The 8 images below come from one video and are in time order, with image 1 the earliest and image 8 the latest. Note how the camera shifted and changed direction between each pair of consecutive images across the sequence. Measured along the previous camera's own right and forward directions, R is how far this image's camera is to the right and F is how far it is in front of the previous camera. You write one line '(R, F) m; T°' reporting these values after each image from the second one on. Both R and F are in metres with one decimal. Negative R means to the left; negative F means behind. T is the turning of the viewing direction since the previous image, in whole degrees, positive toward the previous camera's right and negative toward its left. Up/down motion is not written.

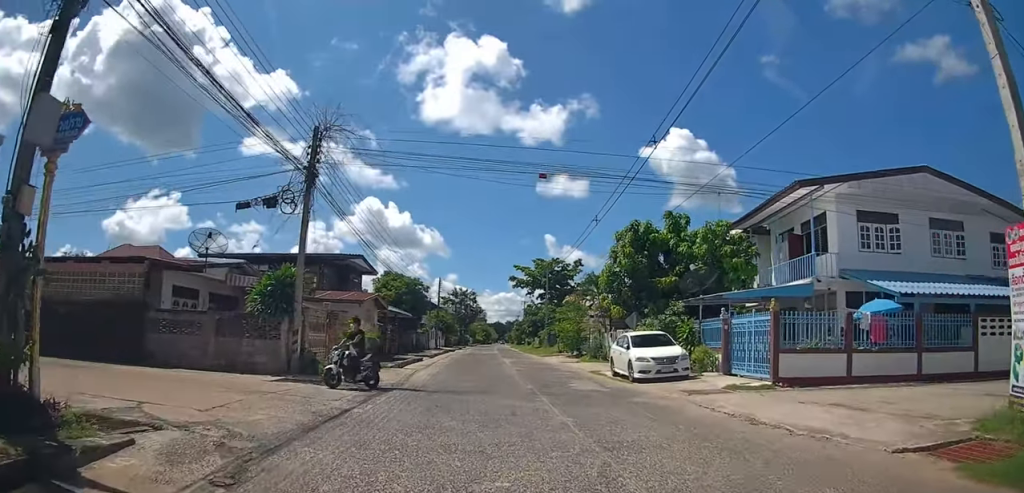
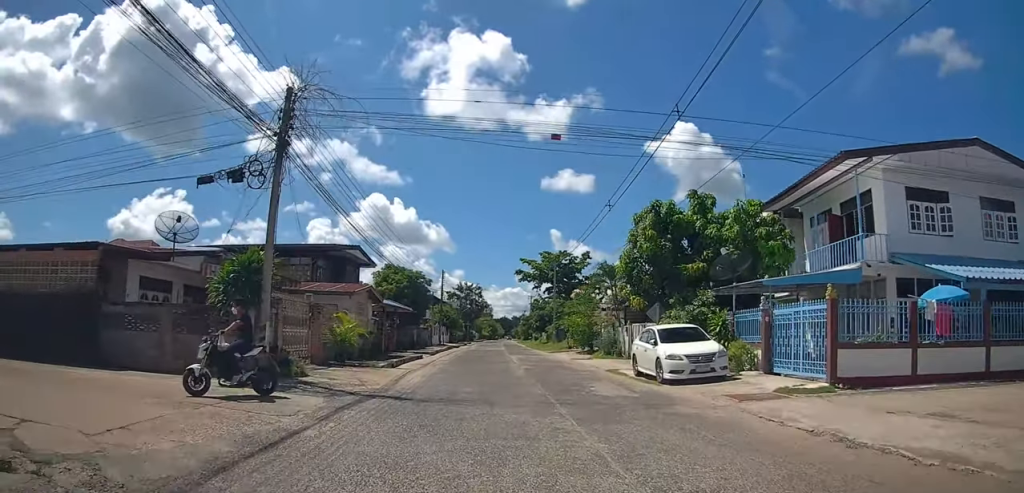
(0.0, +2.3) m; +1°
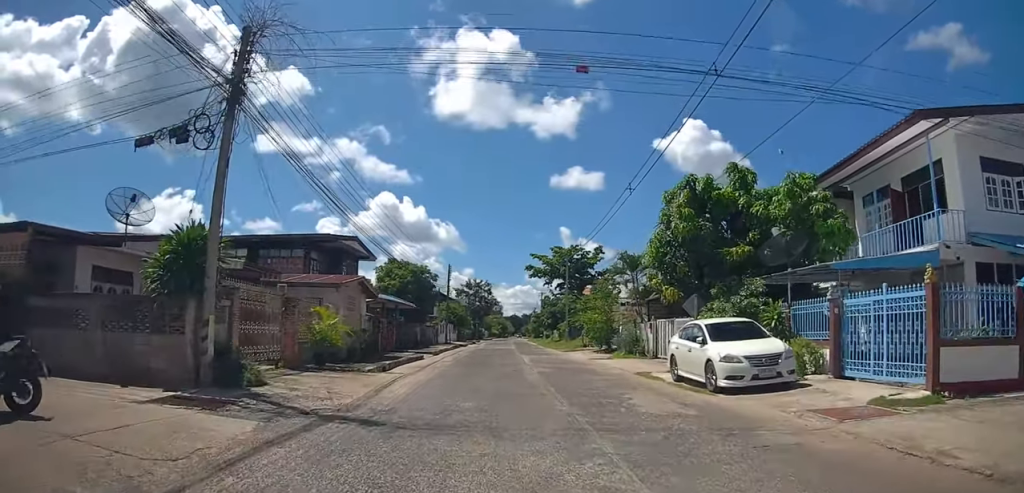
(0.0, +2.8) m; +1°
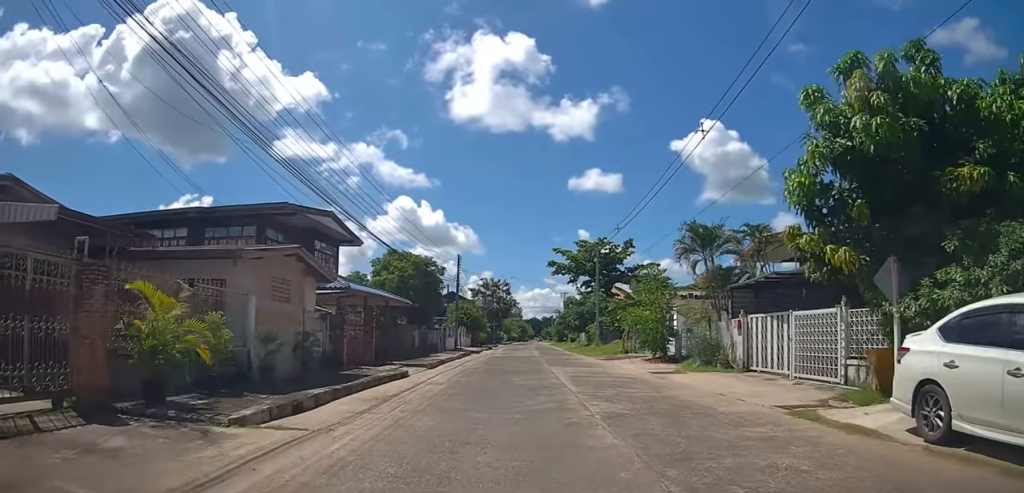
(+0.1, +8.2) m; +1°
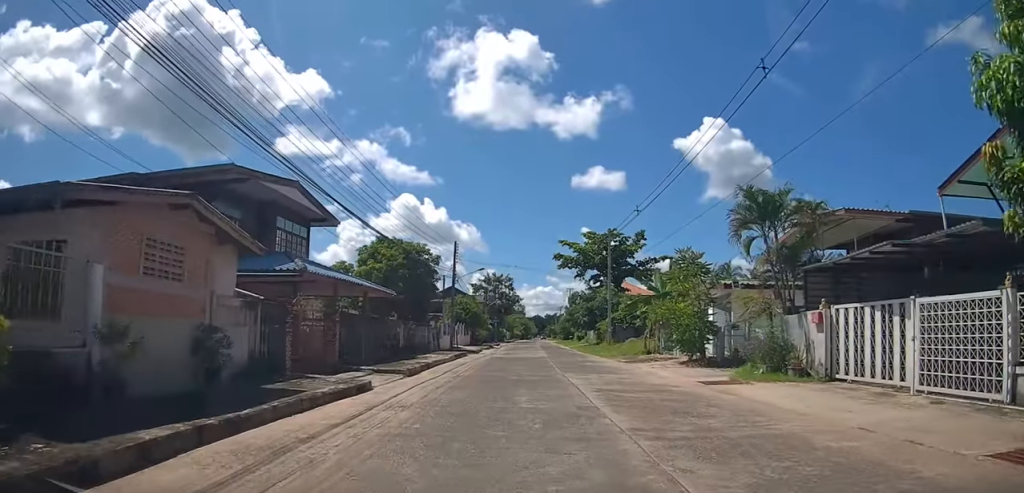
(0.0, +5.3) m; -1°
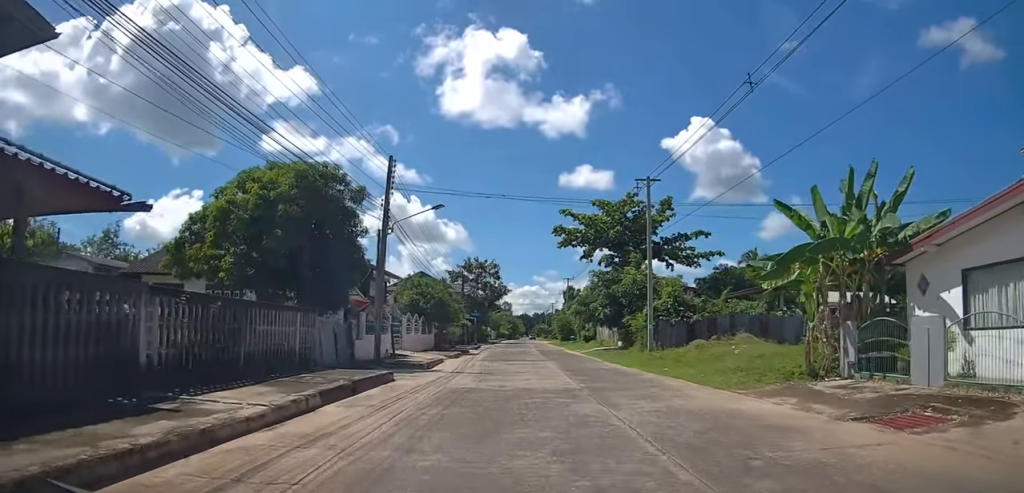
(-0.2, +18.8) m; +1°
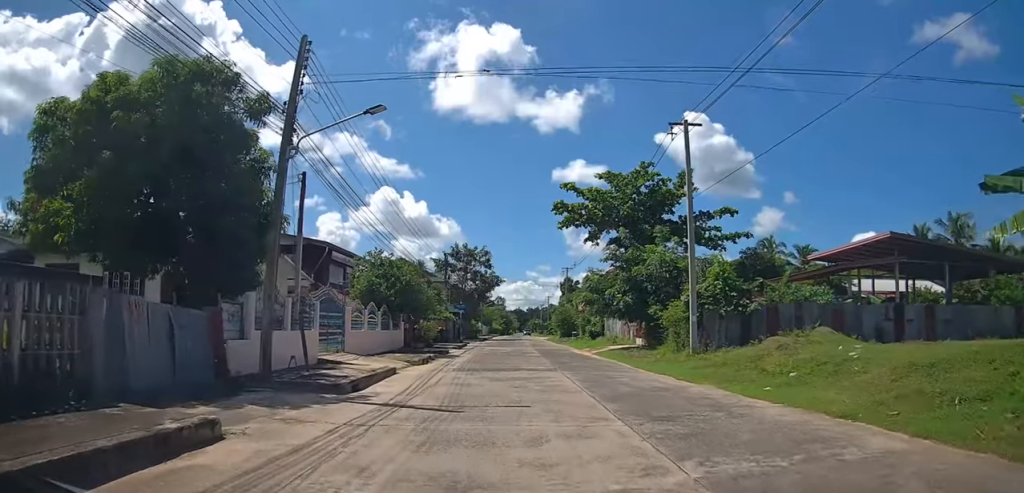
(+0.1, +8.9) m; +1°
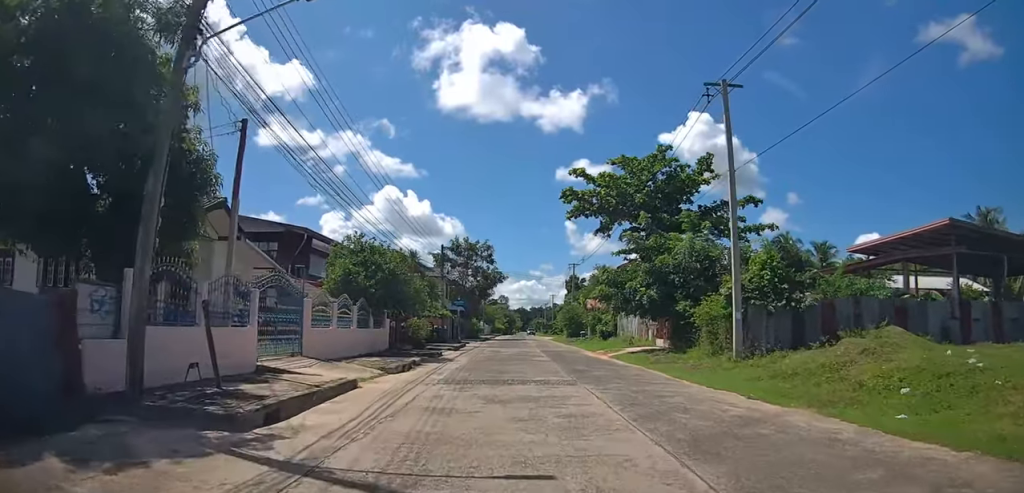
(0.0, +4.4) m; 0°
